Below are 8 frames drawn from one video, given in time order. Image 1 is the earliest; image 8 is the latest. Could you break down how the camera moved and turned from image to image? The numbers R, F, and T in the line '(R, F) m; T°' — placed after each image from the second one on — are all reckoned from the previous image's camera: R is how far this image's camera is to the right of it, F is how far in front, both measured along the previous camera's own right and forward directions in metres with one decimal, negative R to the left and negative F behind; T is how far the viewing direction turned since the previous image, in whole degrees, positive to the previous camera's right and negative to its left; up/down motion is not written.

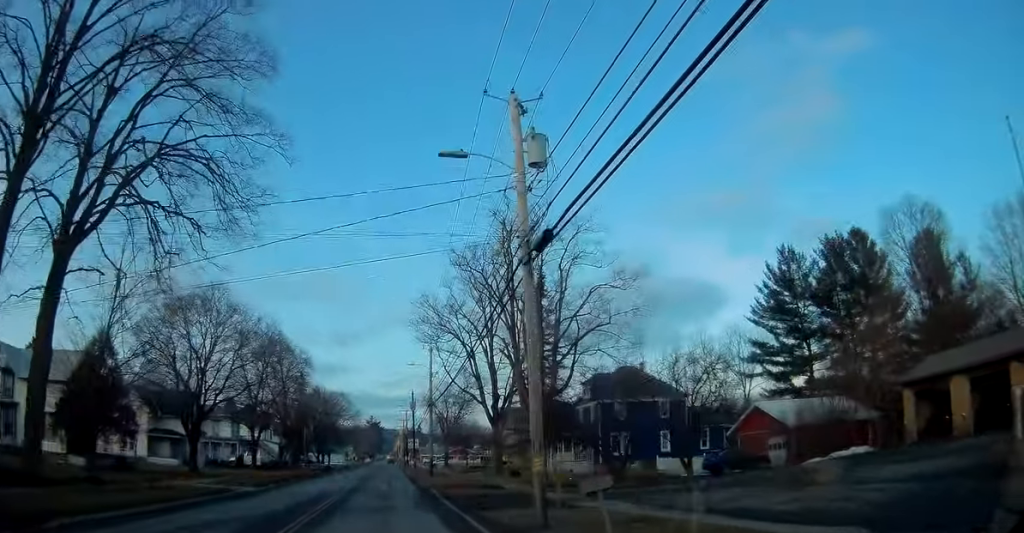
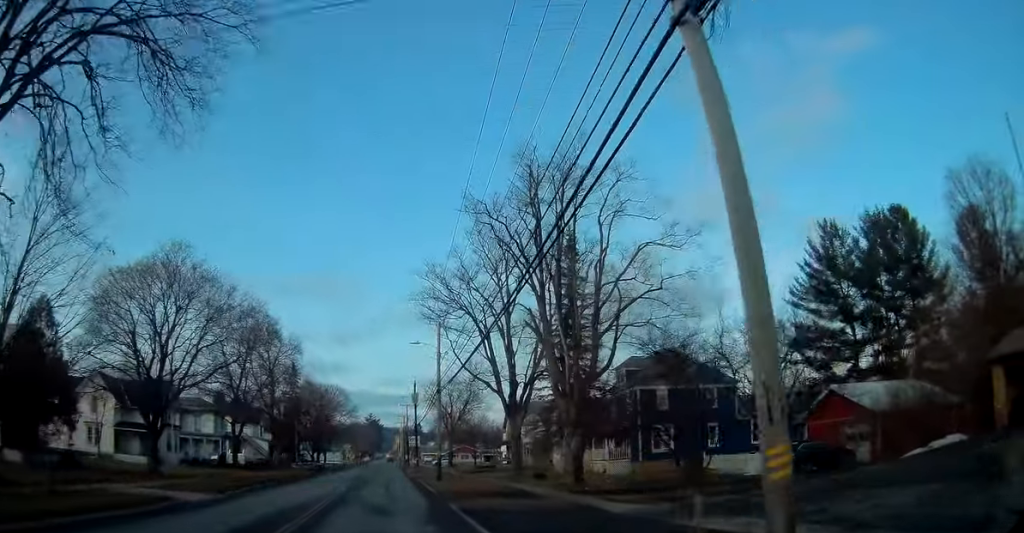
(-0.2, +8.4) m; +1°
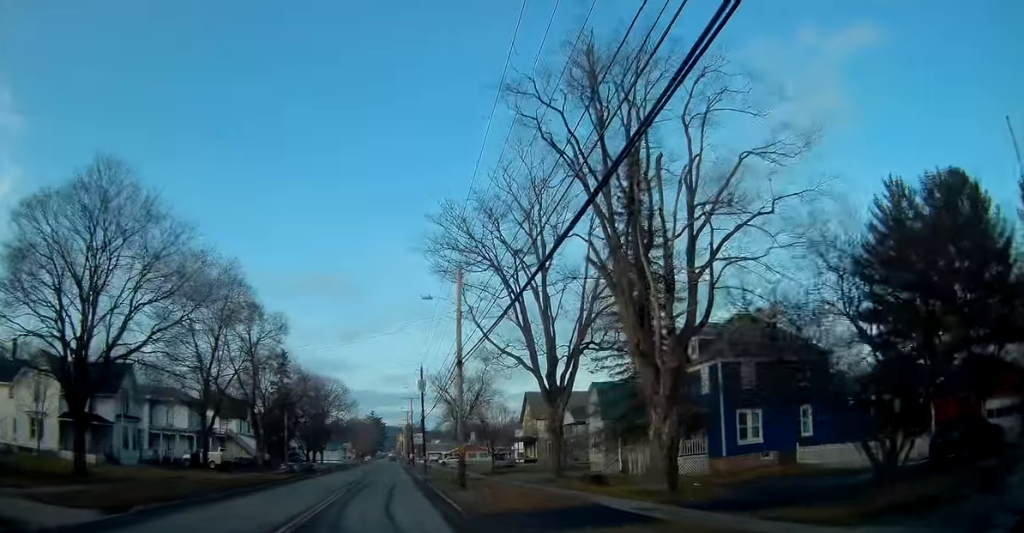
(+0.2, +11.0) m; 0°
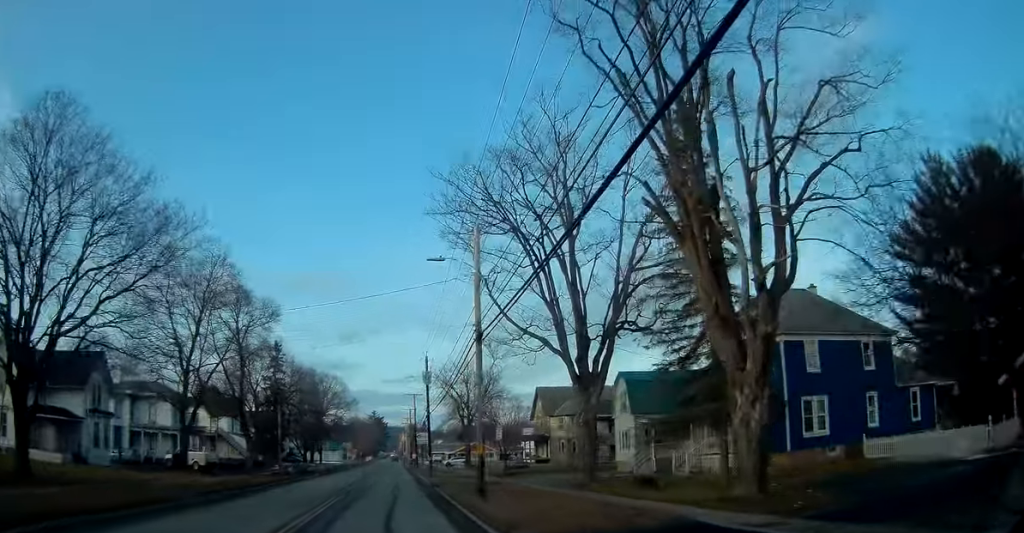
(+0.3, +5.7) m; 0°
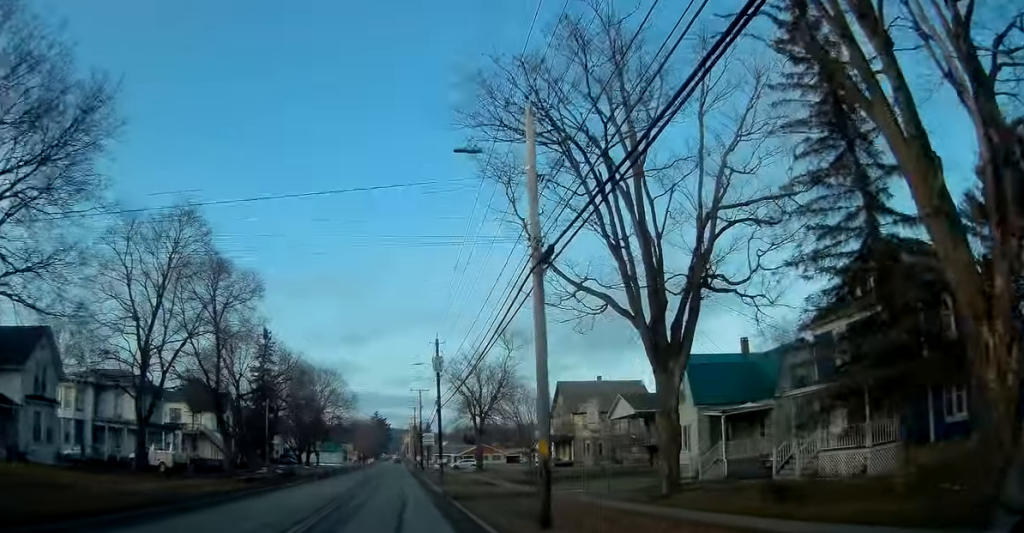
(-0.3, +8.8) m; -1°
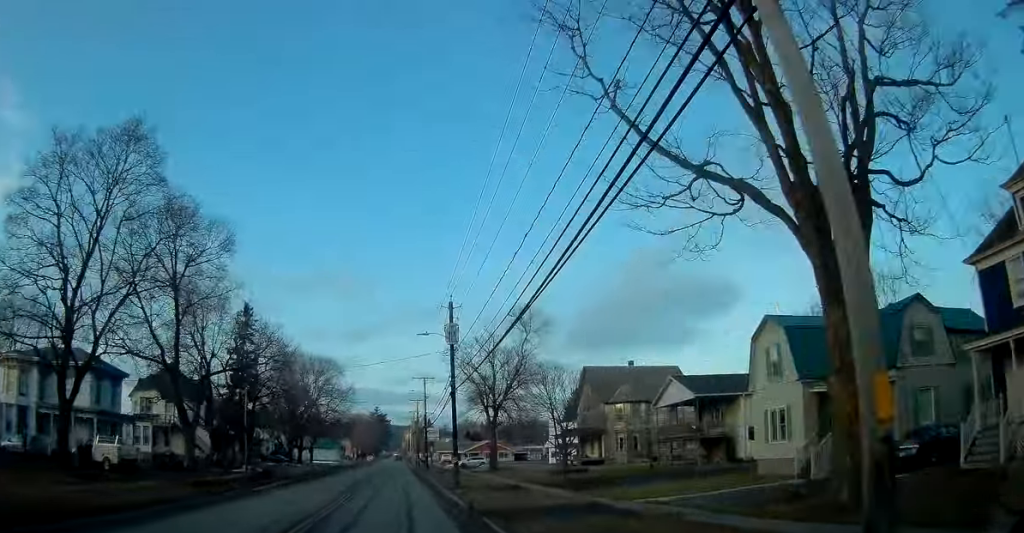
(-0.1, +9.7) m; -1°
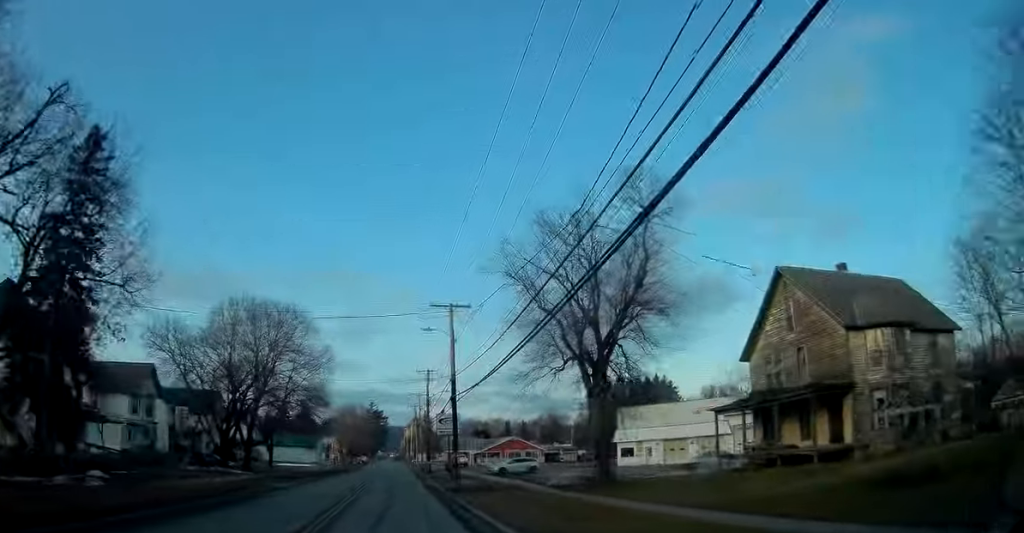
(-0.1, +34.0) m; 0°
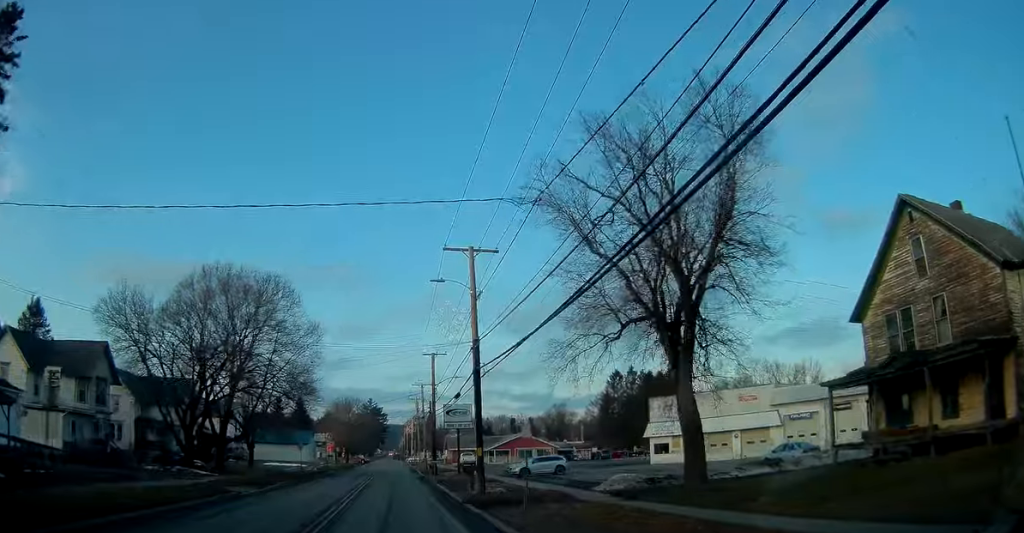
(+0.1, +9.7) m; +1°
